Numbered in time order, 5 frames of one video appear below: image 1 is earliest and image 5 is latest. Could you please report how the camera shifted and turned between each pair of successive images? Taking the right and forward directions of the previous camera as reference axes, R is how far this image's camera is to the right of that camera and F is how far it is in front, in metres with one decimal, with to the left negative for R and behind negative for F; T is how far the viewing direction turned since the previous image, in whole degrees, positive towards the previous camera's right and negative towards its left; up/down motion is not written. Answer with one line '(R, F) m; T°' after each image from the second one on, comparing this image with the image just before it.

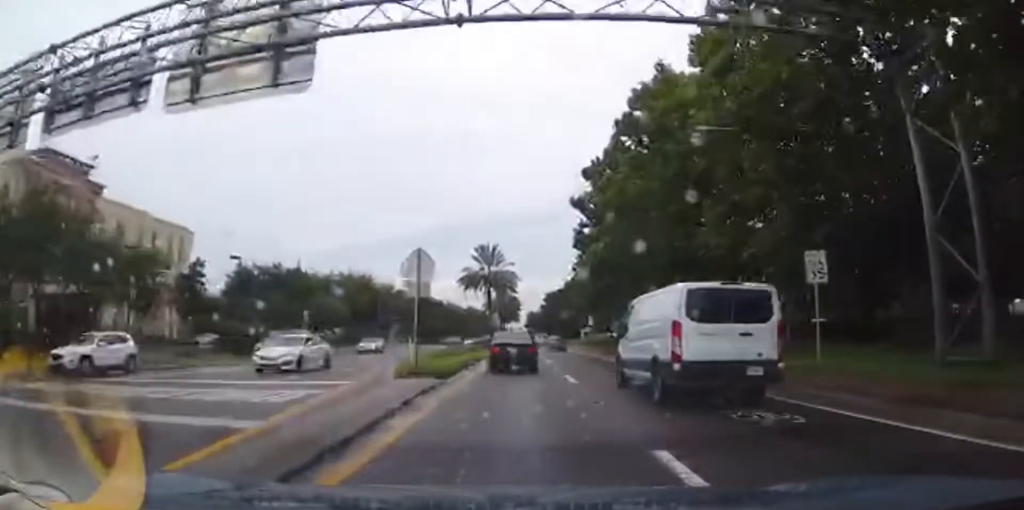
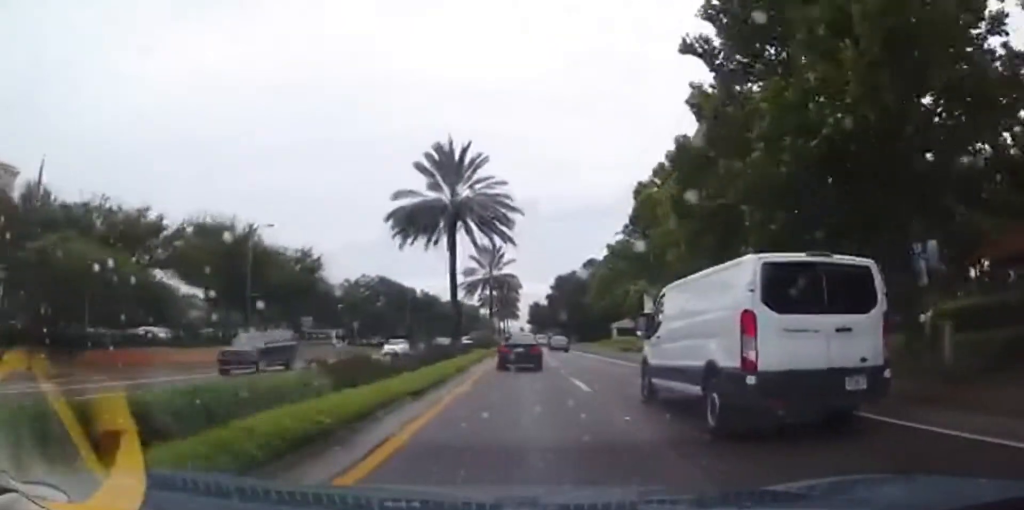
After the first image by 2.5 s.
(-0.3, +37.8) m; -1°
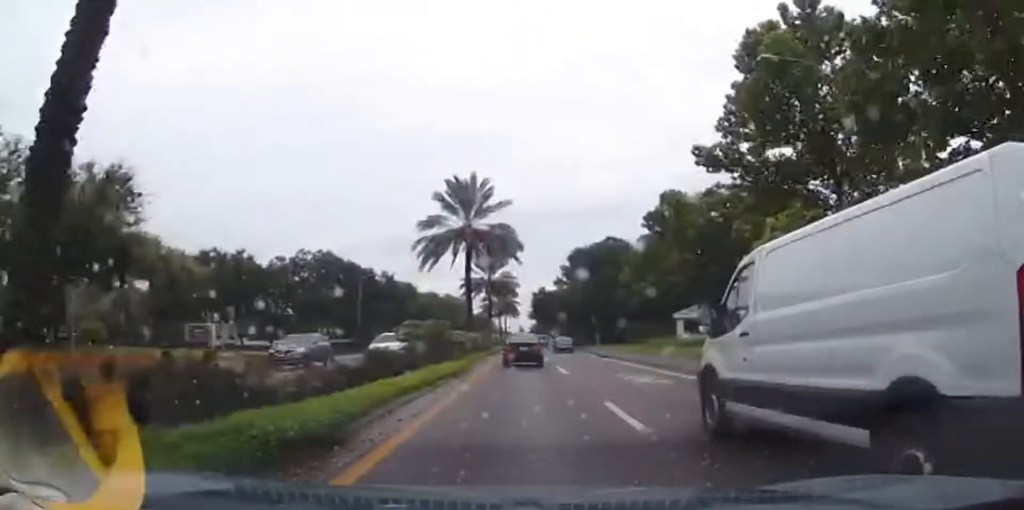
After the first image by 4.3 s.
(0.0, +30.9) m; -1°
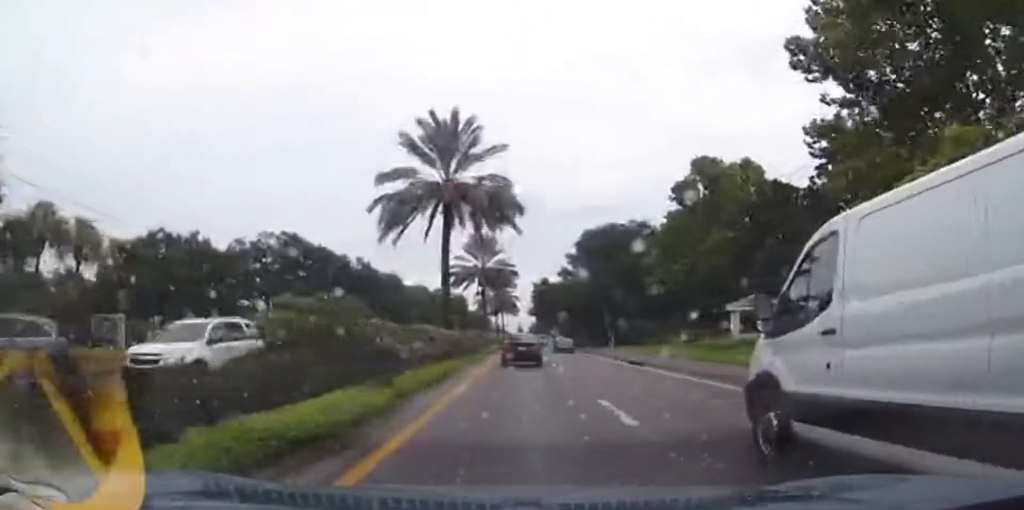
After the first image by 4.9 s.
(-0.1, +11.9) m; -1°
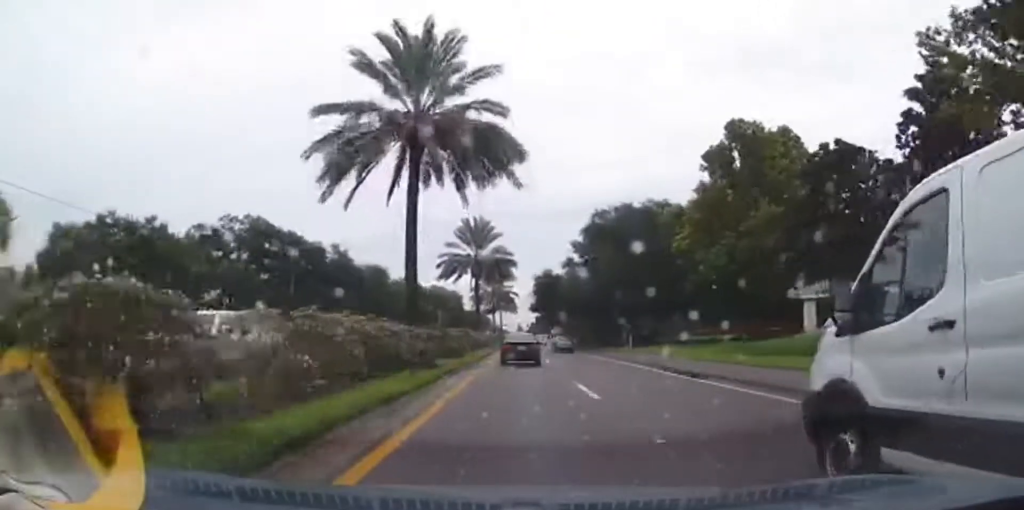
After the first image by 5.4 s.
(-0.1, +8.9) m; 0°
